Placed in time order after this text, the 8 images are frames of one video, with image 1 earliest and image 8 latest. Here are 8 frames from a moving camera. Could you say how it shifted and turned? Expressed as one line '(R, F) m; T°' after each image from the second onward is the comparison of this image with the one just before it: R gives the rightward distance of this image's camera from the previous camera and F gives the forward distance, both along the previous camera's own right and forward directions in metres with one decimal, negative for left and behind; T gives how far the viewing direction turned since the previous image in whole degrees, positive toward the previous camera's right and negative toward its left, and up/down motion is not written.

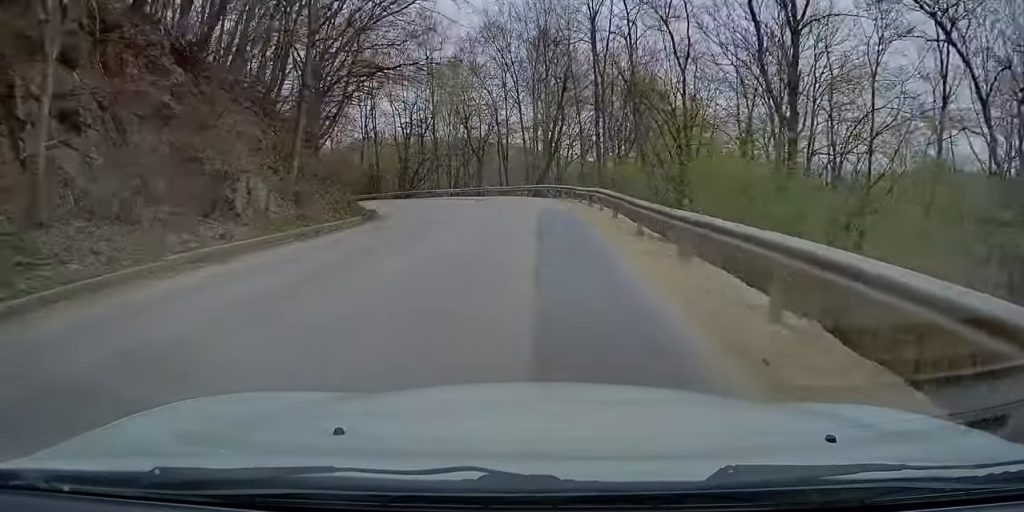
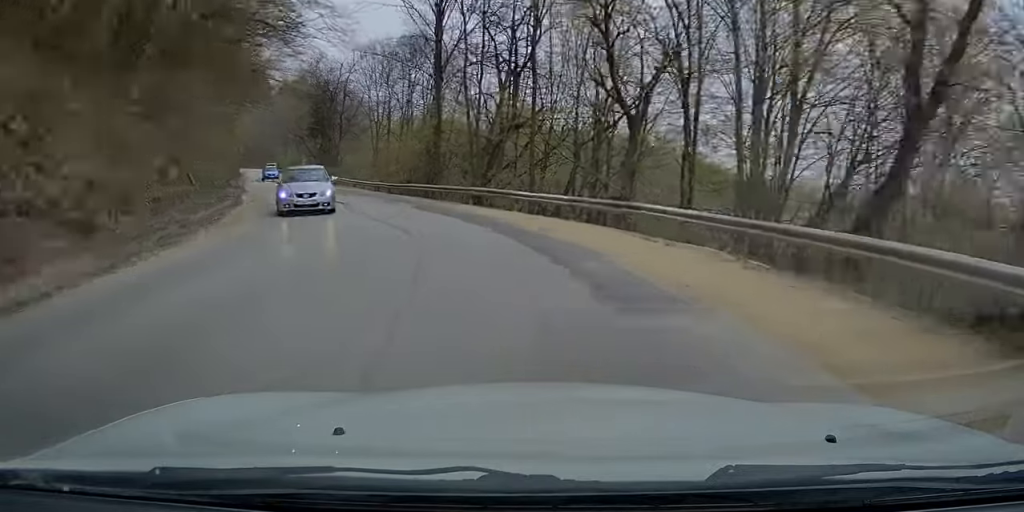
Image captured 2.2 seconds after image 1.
(-2.5, +32.2) m; -15°
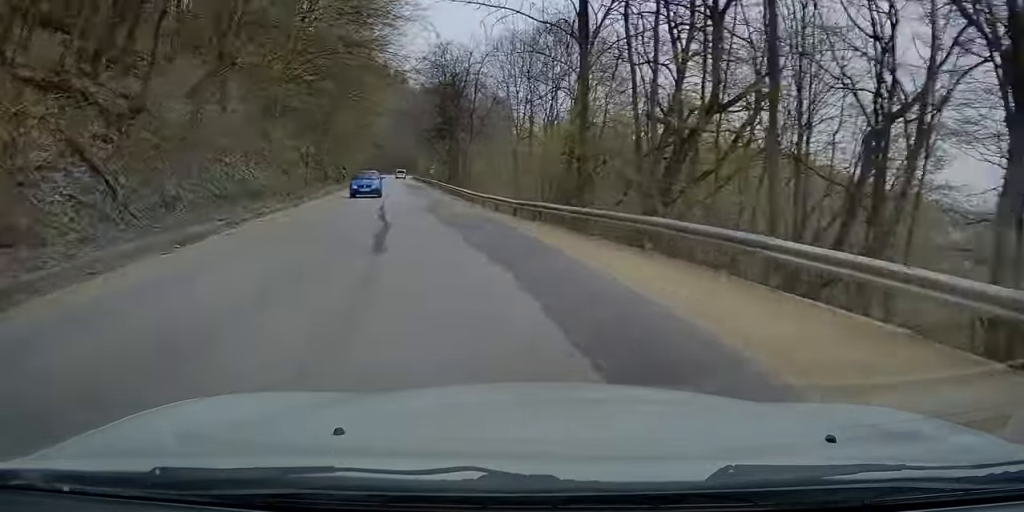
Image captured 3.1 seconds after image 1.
(-1.1, +12.5) m; -9°
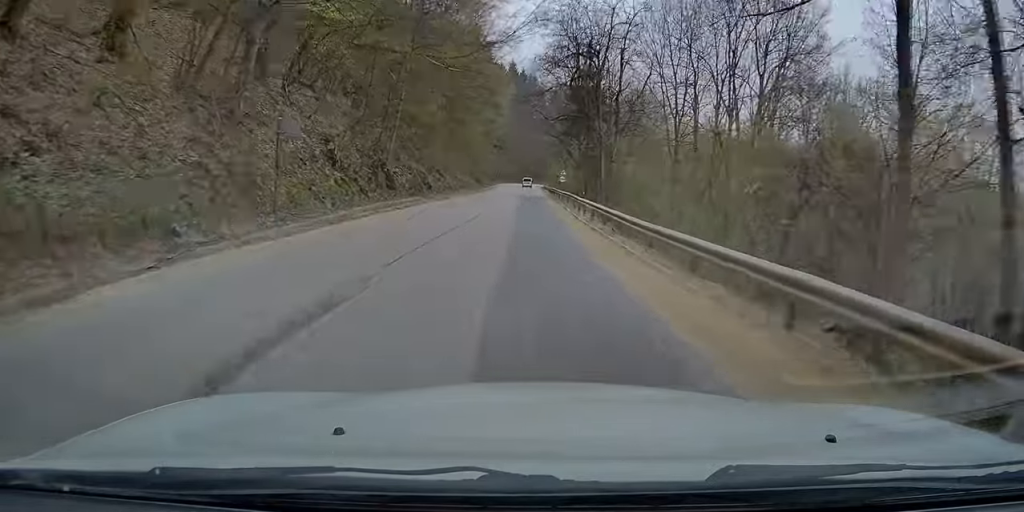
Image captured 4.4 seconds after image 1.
(-1.9, +18.7) m; -13°
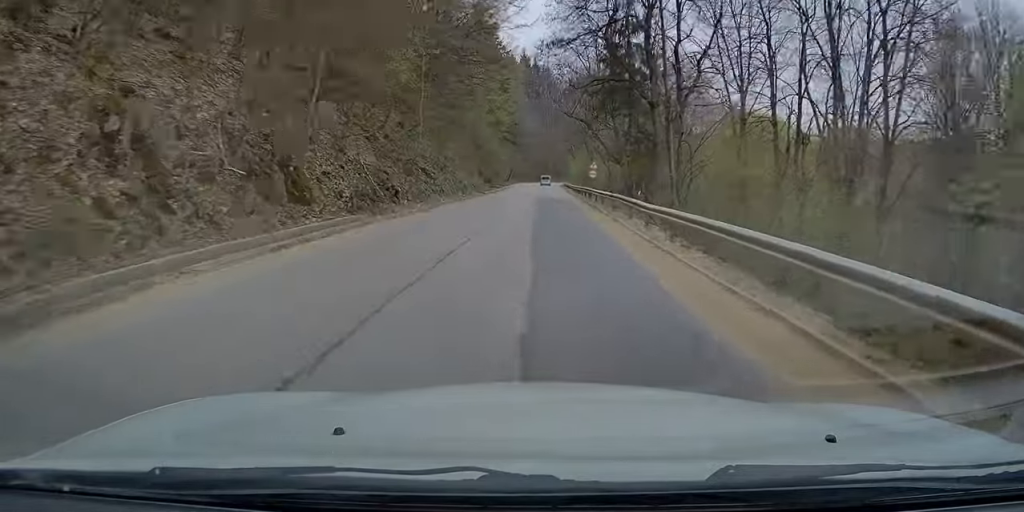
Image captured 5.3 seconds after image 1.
(-1.2, +14.1) m; -5°
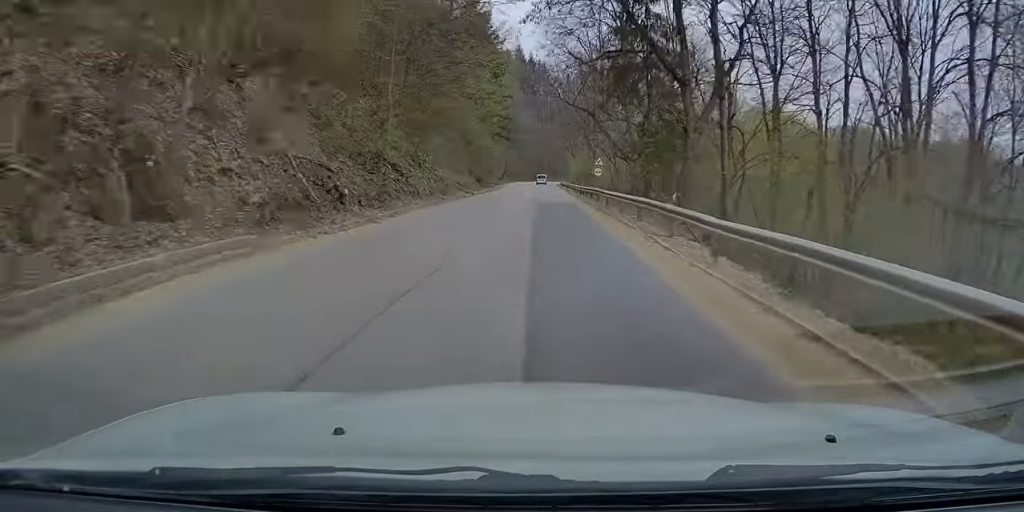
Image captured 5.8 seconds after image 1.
(-0.1, +6.8) m; 0°
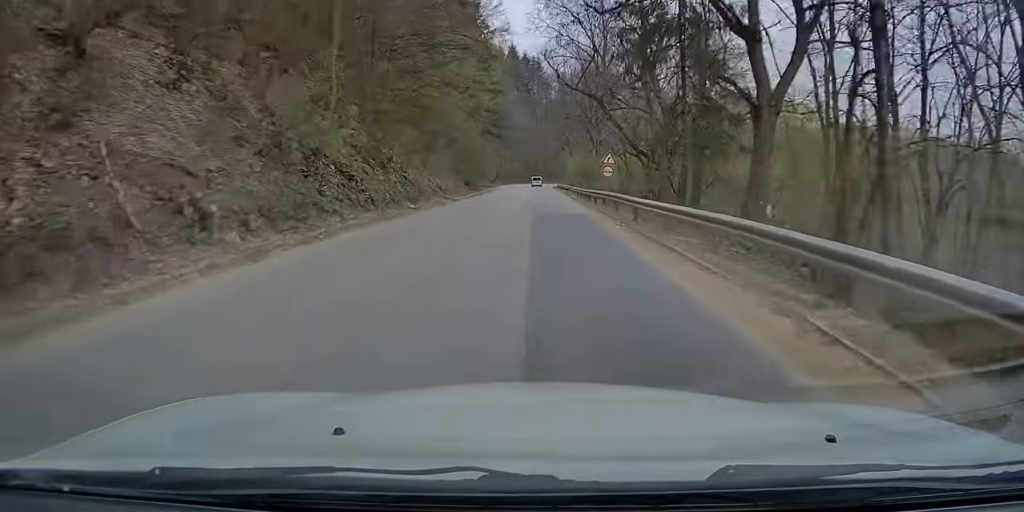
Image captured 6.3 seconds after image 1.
(-0.1, +7.9) m; +1°
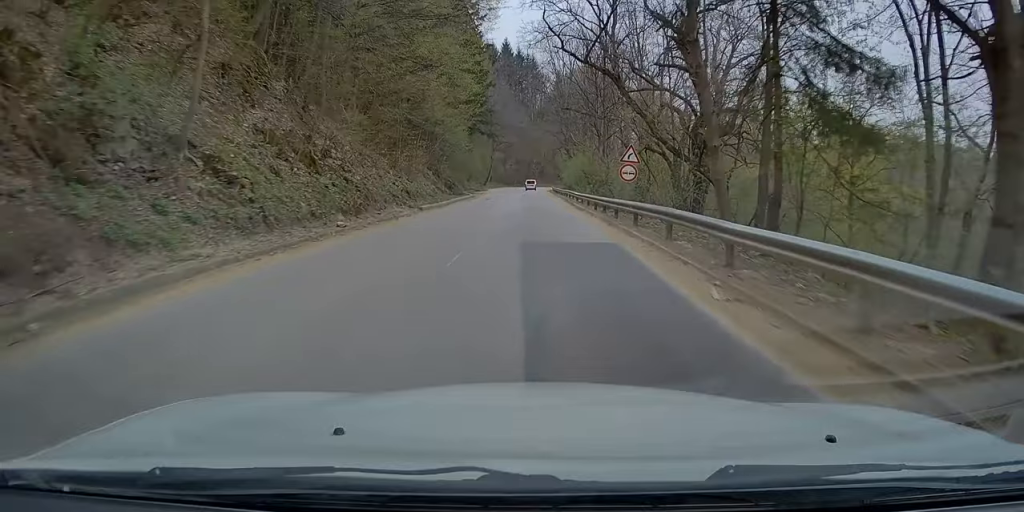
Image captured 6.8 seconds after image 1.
(+0.1, +9.1) m; 0°
